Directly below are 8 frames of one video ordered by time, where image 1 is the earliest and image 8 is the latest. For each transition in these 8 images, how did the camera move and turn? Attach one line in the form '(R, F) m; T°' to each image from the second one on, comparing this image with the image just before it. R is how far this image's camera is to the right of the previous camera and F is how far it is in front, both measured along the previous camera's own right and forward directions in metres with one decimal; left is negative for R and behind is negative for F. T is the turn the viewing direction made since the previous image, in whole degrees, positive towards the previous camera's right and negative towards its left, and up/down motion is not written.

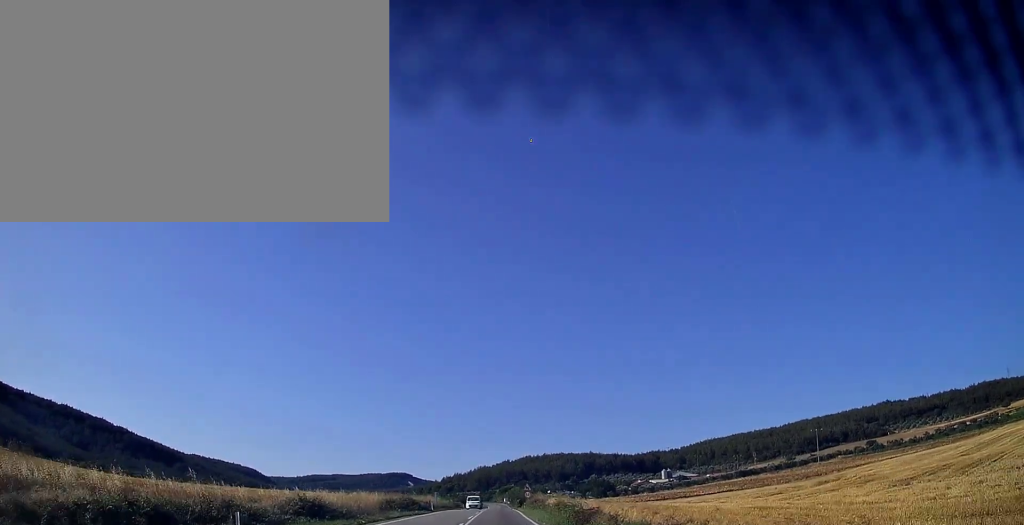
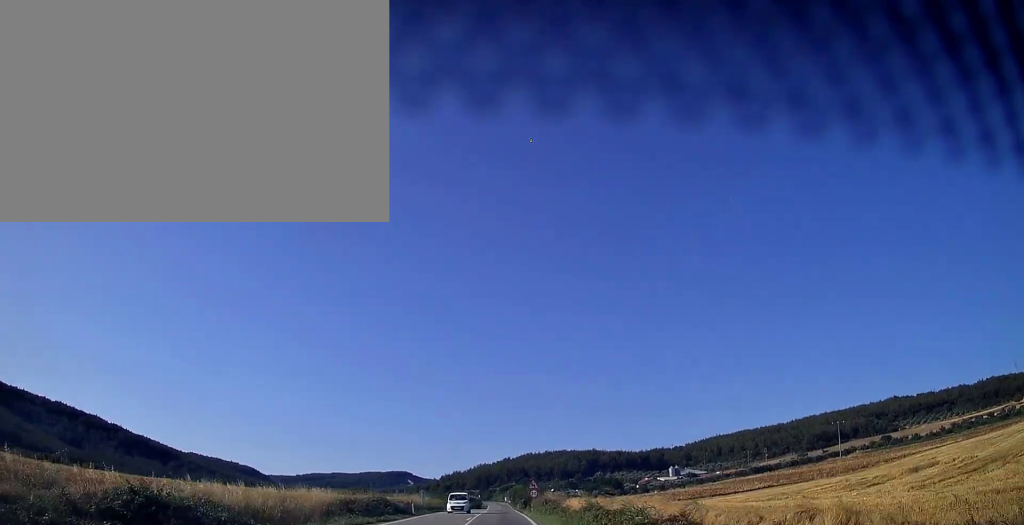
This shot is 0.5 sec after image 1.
(+0.1, +12.4) m; 0°
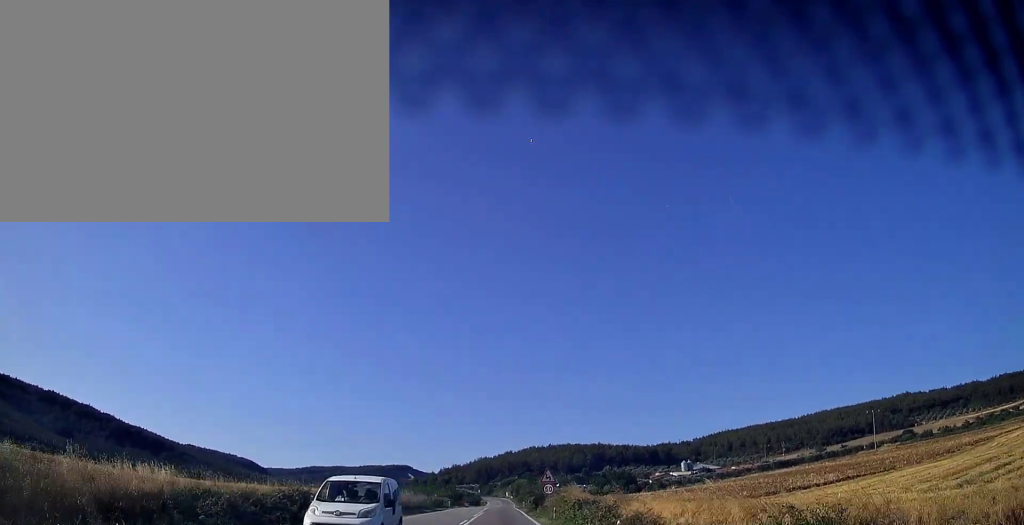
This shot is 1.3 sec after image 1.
(0.0, +18.7) m; 0°
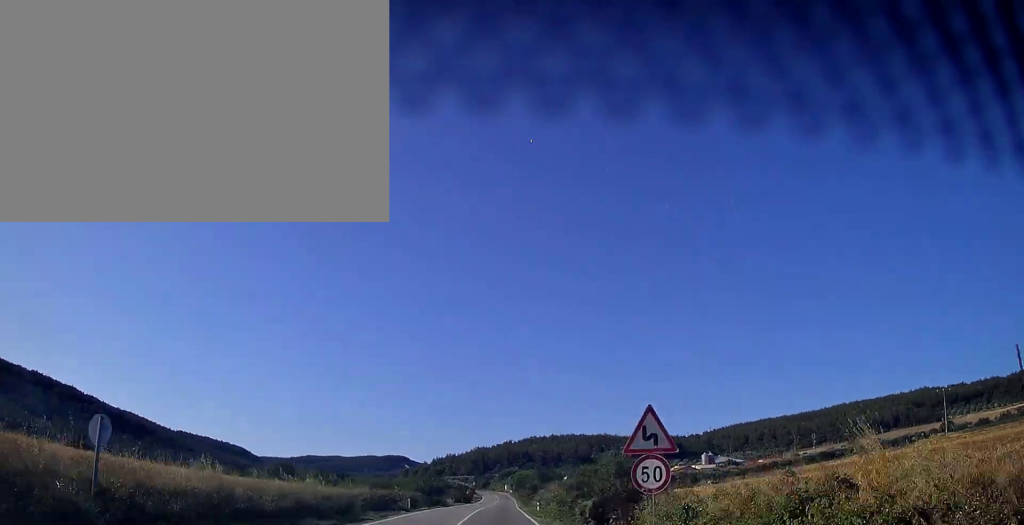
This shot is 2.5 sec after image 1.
(-0.1, +30.1) m; 0°
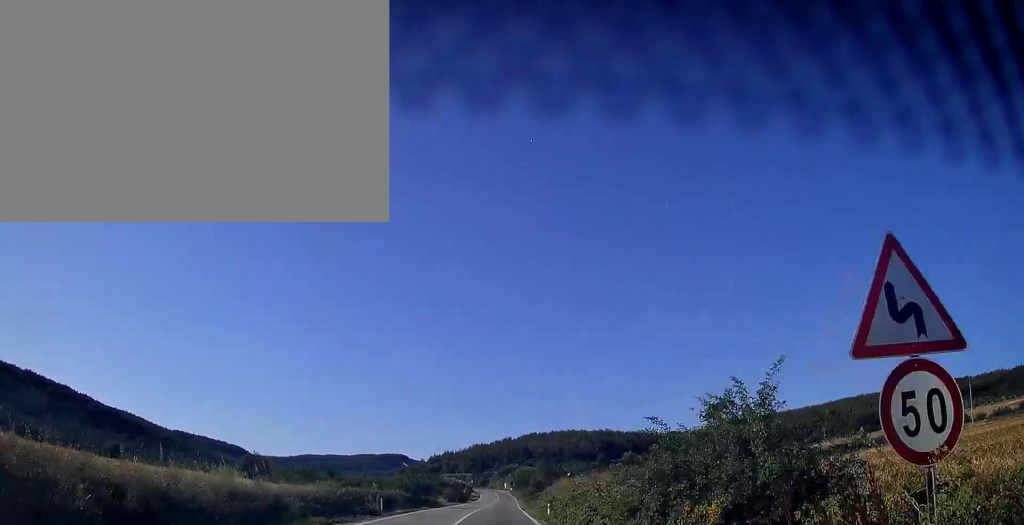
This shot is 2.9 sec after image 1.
(+0.1, +9.7) m; 0°
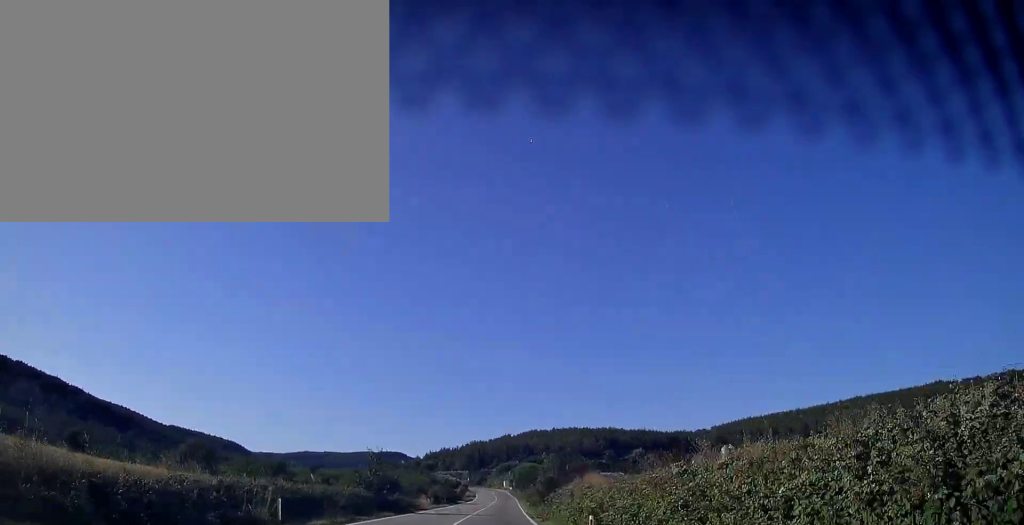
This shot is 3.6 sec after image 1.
(+0.1, +16.1) m; 0°
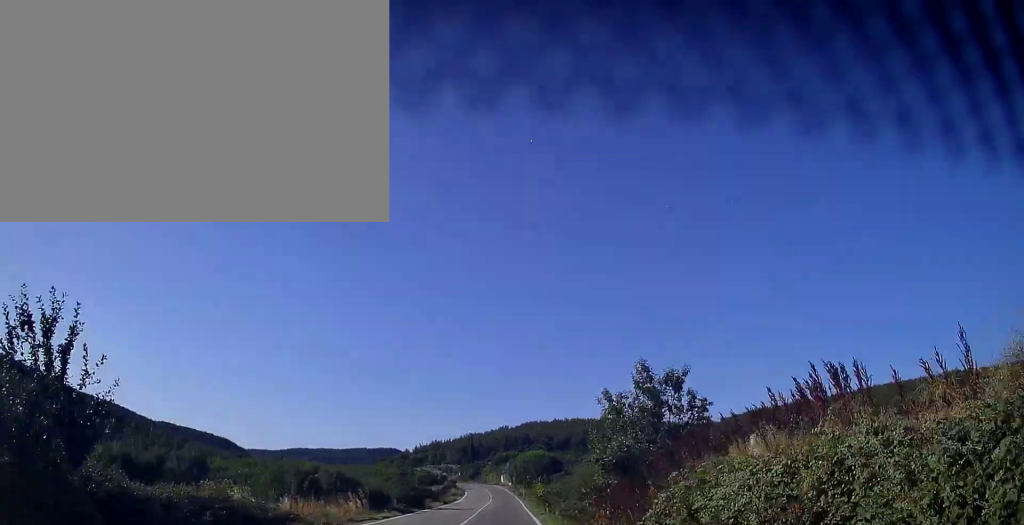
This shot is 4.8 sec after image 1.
(0.0, +29.4) m; 0°
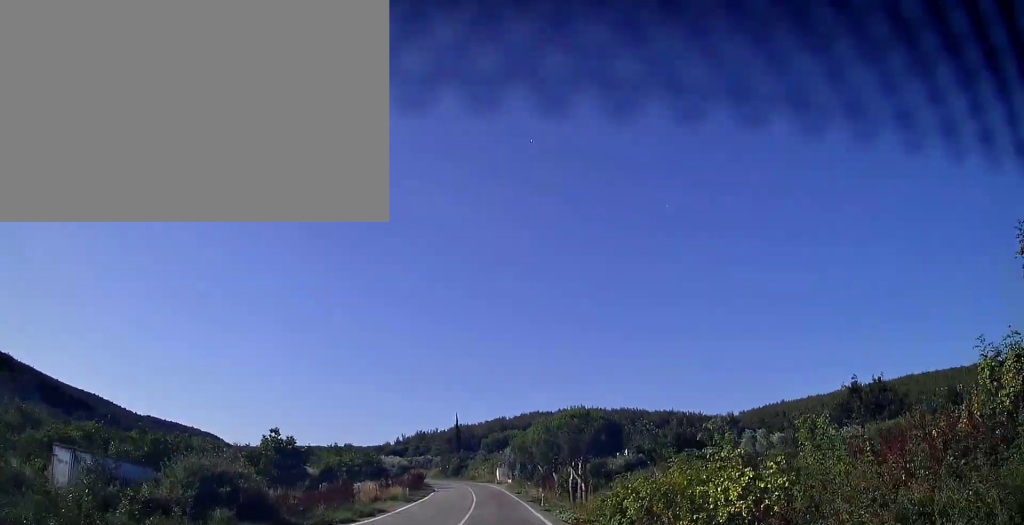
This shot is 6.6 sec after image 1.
(+0.1, +42.9) m; +1°
